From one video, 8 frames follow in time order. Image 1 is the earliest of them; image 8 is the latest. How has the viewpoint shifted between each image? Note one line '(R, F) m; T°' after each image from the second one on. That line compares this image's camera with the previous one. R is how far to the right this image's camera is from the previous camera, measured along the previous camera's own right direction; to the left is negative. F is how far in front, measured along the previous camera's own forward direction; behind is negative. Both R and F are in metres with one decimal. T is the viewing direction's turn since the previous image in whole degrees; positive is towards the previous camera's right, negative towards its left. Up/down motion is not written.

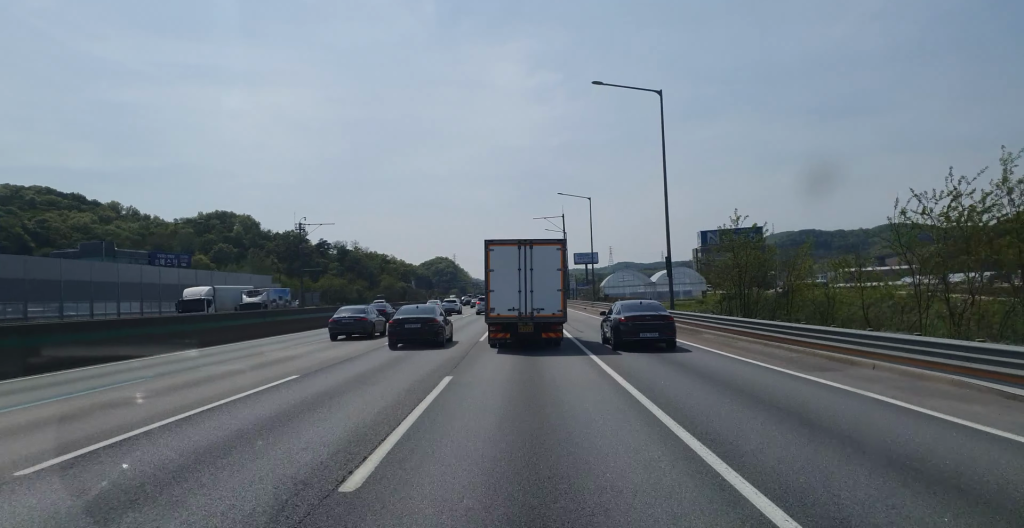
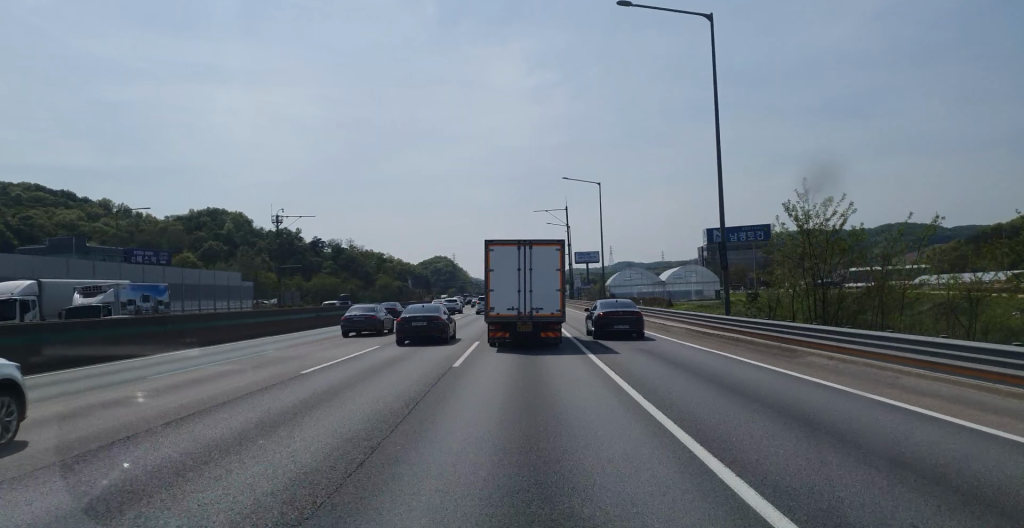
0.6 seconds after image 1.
(0.0, +10.9) m; 0°
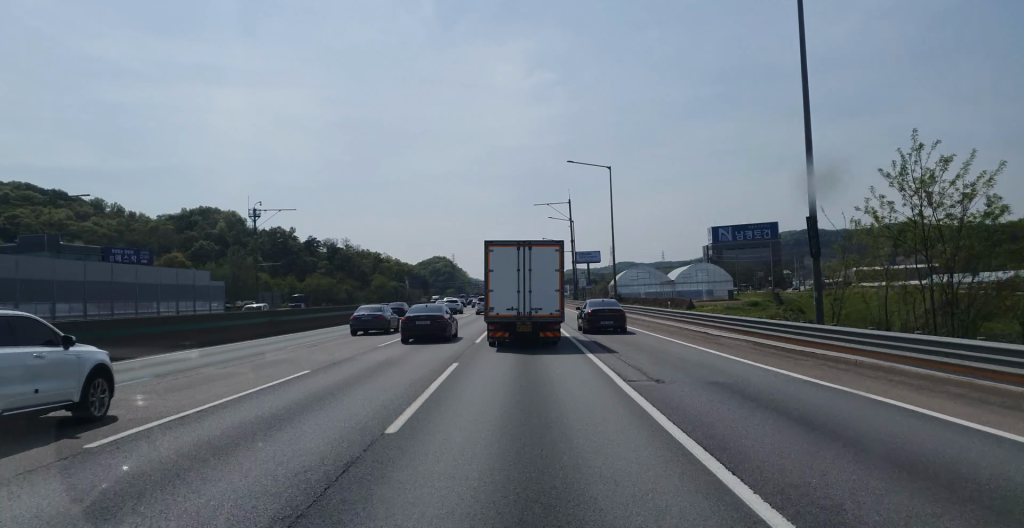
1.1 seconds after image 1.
(-0.1, +9.1) m; 0°
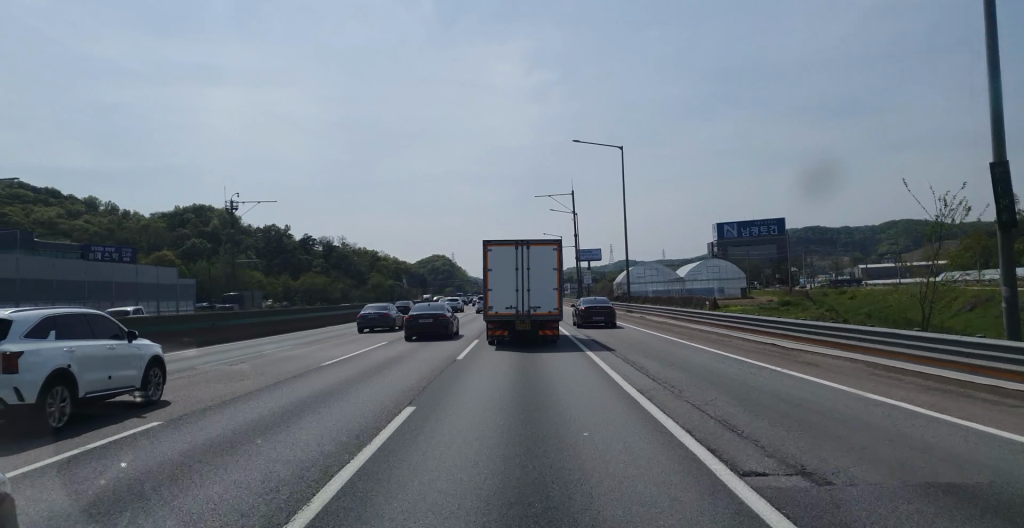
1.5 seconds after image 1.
(0.0, +7.9) m; 0°
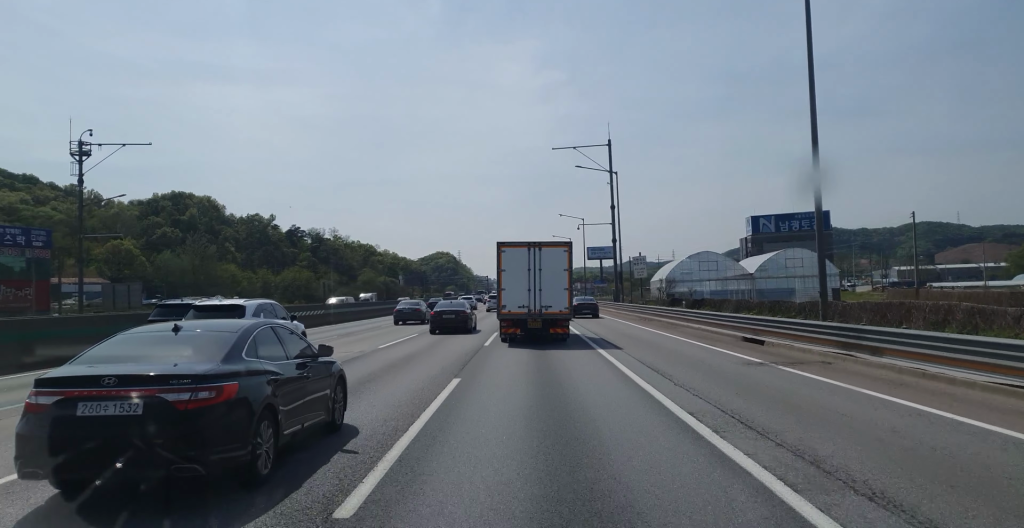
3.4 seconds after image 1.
(+0.3, +34.3) m; 0°
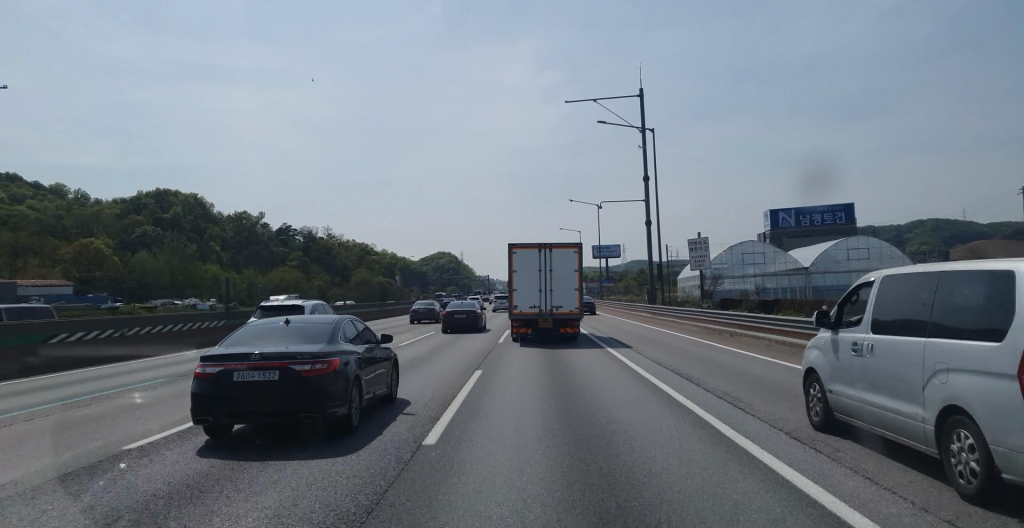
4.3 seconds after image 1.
(-0.4, +17.3) m; -1°
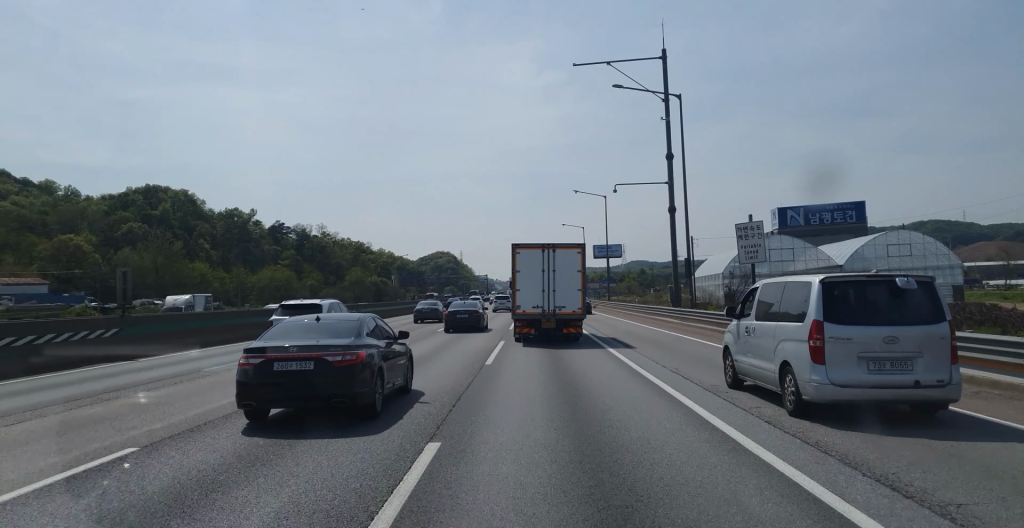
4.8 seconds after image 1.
(+0.1, +8.6) m; +1°
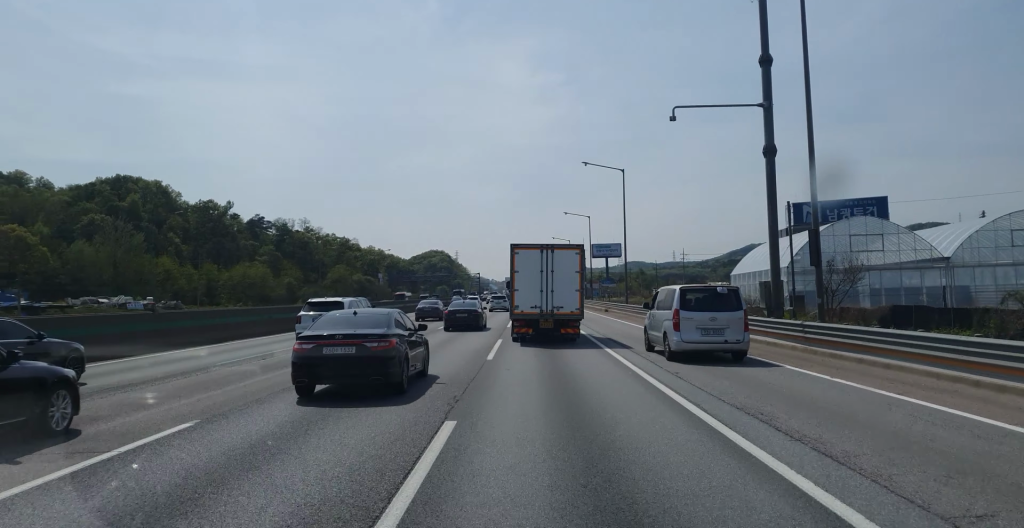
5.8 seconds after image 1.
(+0.2, +18.5) m; +1°
